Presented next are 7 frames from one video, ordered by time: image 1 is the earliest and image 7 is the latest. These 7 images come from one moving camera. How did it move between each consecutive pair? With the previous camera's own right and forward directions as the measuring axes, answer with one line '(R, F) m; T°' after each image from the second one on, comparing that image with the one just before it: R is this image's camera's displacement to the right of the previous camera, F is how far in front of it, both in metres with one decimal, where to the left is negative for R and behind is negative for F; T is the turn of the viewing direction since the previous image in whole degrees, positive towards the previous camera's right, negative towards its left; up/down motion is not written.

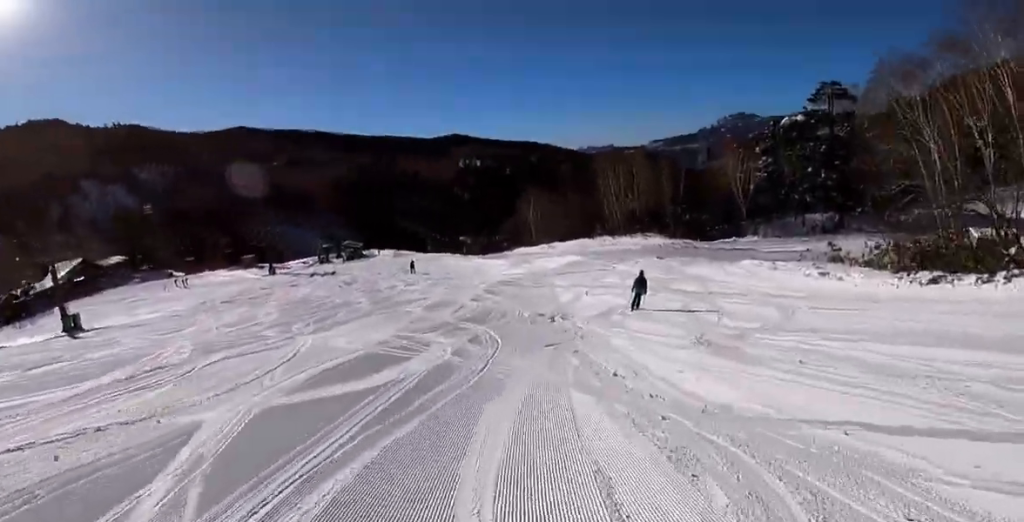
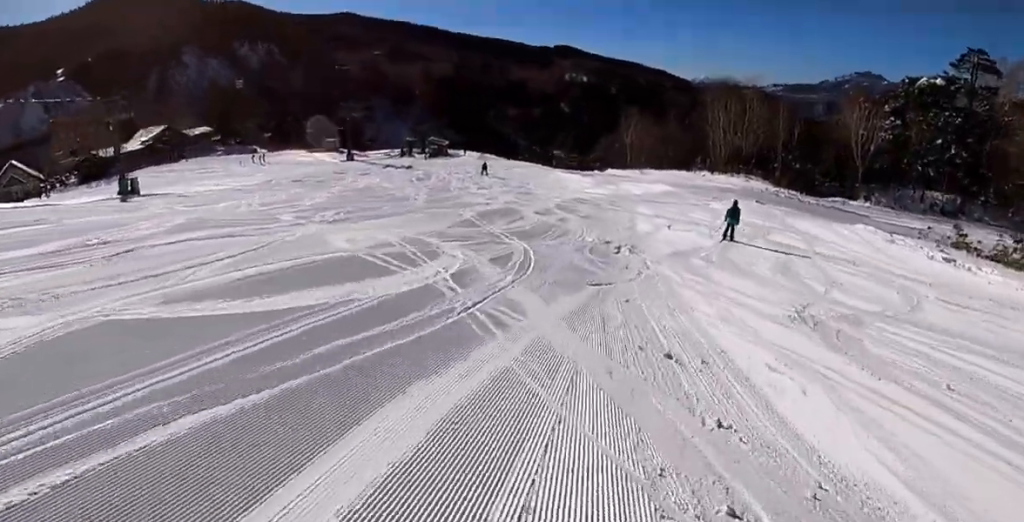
(-0.2, +3.3) m; -7°
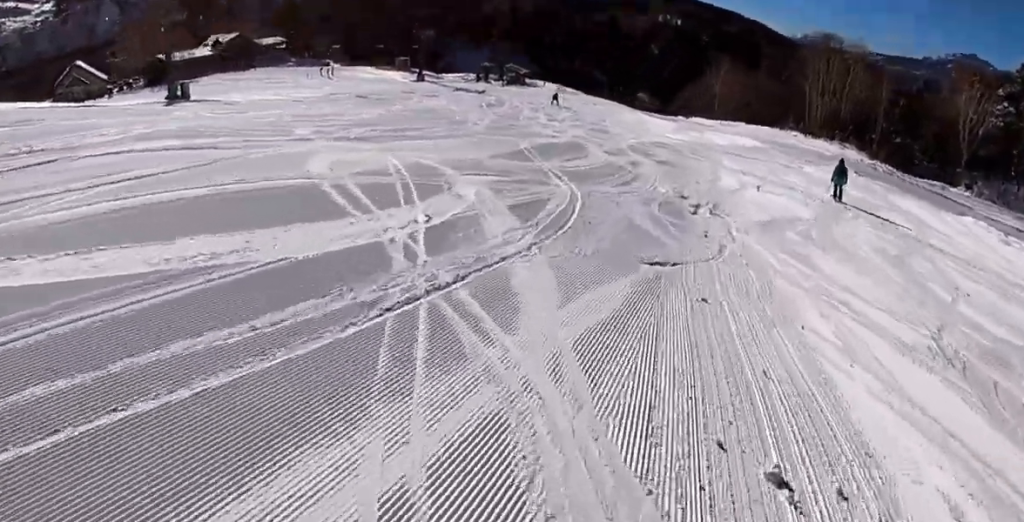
(-0.4, +3.1) m; -9°
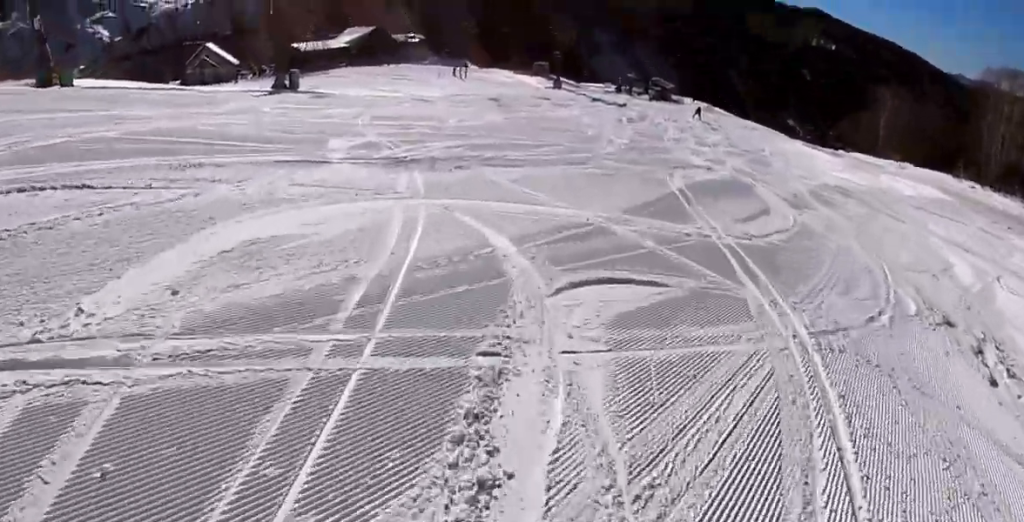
(-1.0, +5.9) m; -2°
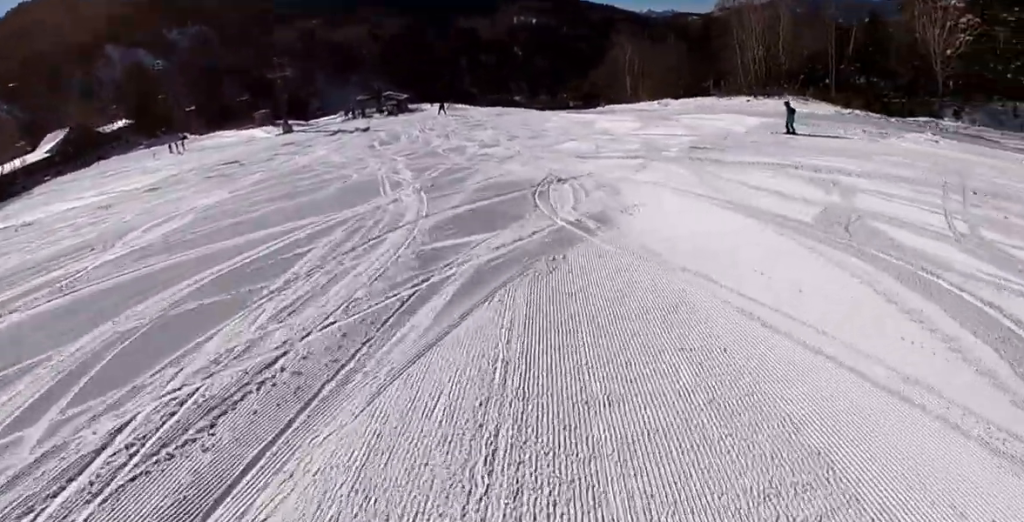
(+1.7, +8.8) m; +23°
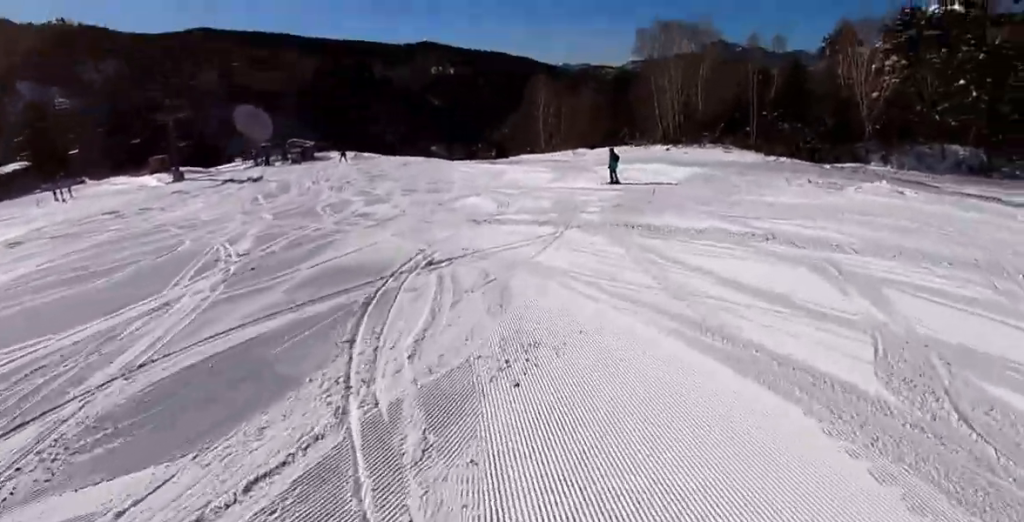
(+0.3, +5.2) m; +3°
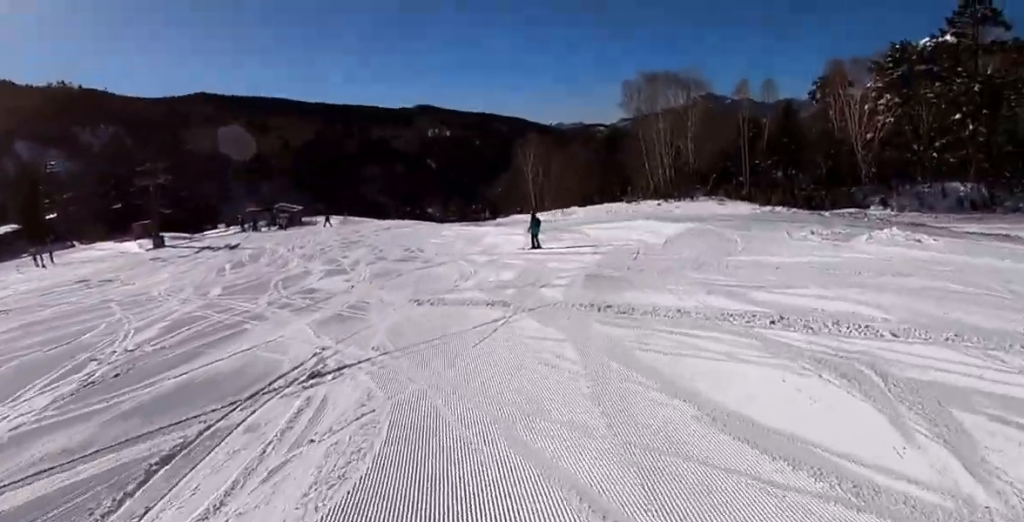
(0.0, +2.9) m; -1°
